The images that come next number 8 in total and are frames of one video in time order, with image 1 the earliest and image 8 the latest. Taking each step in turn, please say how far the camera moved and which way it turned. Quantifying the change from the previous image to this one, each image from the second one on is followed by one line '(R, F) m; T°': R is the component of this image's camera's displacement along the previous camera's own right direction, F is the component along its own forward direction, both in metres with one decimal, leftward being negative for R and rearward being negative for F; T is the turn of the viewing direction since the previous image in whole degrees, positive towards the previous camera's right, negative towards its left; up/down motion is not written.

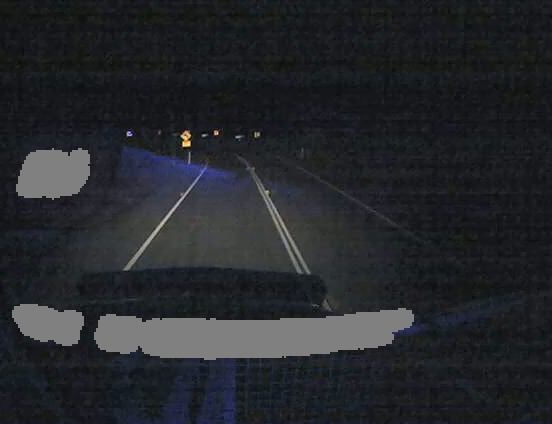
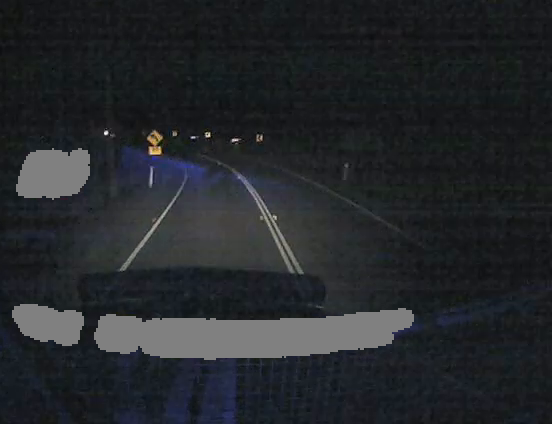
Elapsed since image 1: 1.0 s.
(+0.3, +14.1) m; +1°
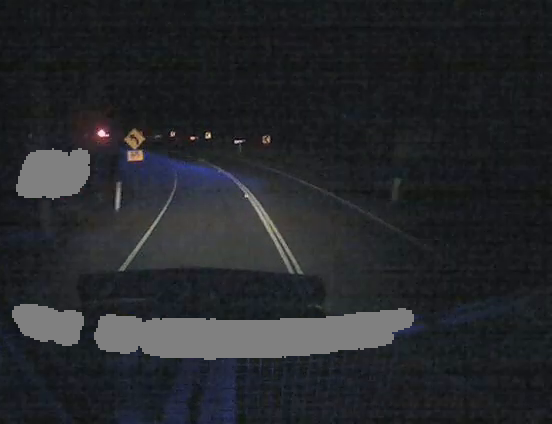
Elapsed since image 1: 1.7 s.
(0.0, +8.6) m; 0°
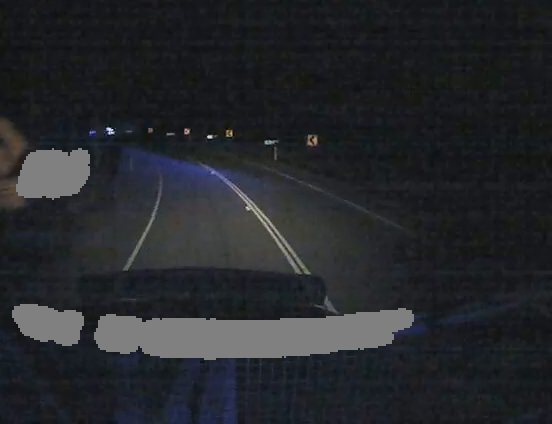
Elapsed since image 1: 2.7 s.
(-0.2, +13.5) m; -6°
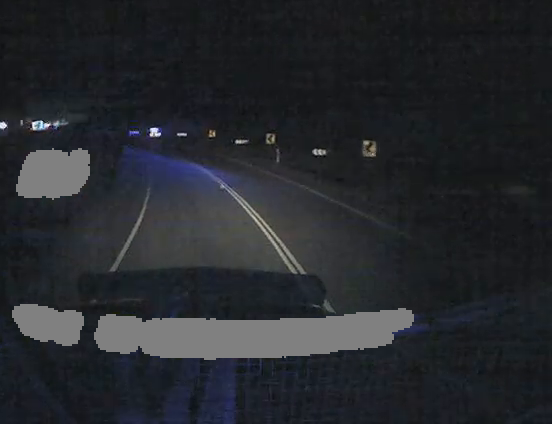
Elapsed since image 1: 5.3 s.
(-4.6, +32.1) m; -13°
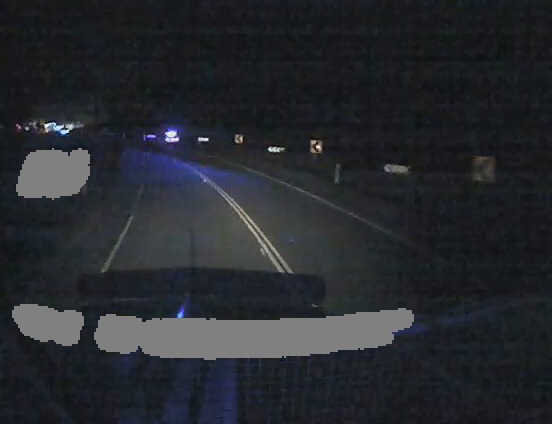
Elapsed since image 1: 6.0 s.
(-0.2, +8.0) m; -3°
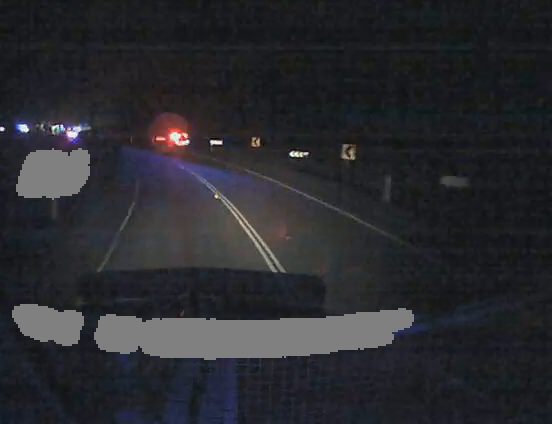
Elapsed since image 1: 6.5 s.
(-0.1, +5.5) m; -2°
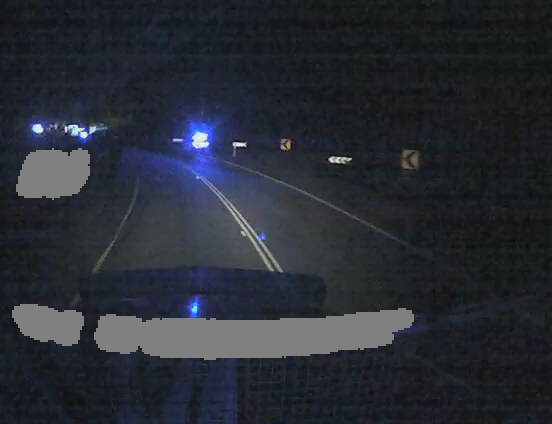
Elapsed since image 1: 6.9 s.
(-0.1, +5.0) m; -2°
